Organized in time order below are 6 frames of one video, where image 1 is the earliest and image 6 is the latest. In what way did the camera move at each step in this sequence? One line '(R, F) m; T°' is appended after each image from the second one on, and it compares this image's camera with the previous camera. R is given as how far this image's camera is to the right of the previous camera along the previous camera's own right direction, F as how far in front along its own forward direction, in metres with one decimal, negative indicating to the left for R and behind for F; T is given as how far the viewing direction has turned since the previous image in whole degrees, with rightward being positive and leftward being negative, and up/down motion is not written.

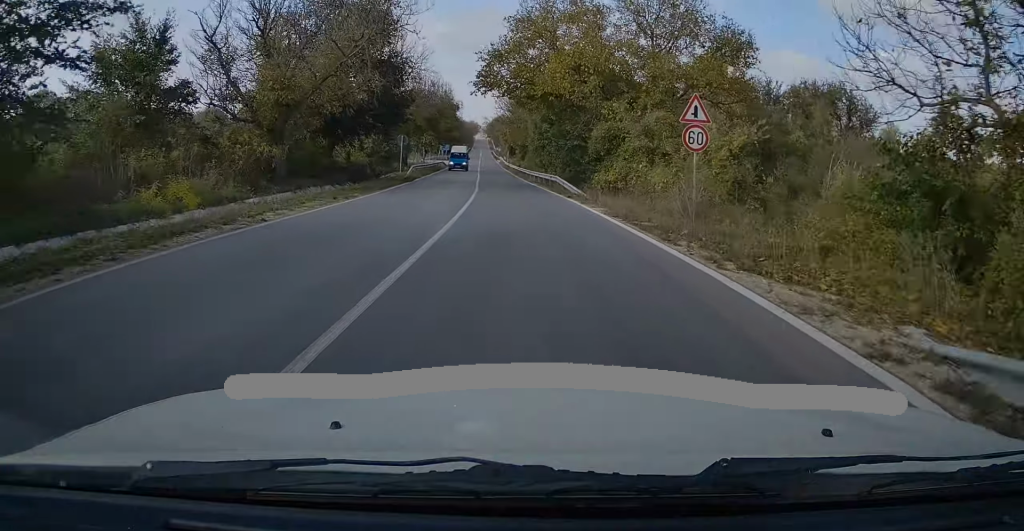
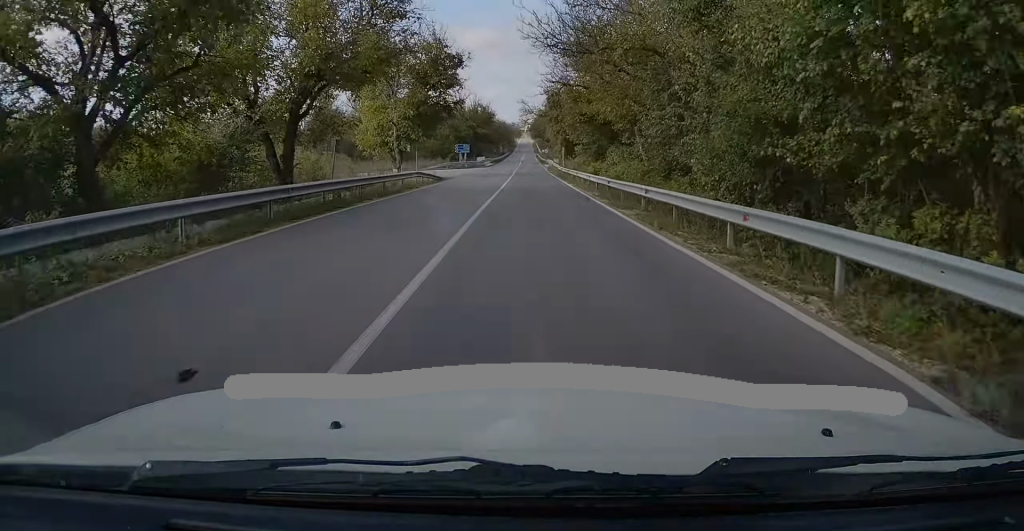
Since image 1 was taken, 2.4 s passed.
(-2.6, +45.3) m; -7°
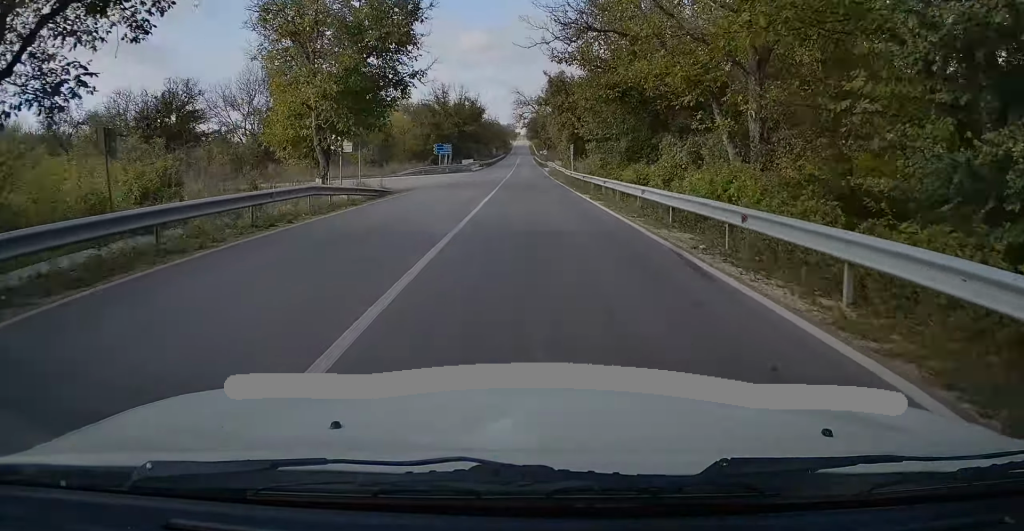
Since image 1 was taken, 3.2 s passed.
(-0.2, +16.2) m; 0°
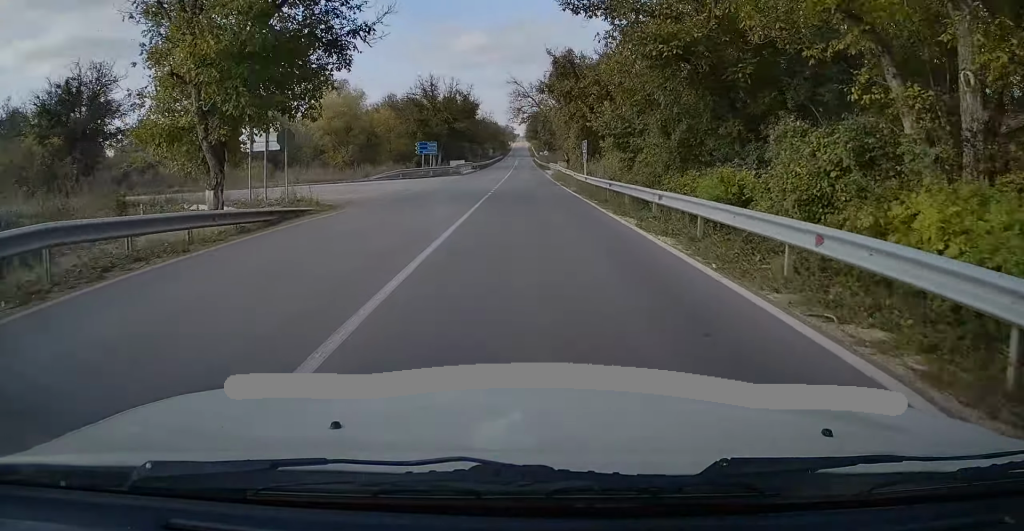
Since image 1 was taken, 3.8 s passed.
(+0.1, +10.4) m; 0°
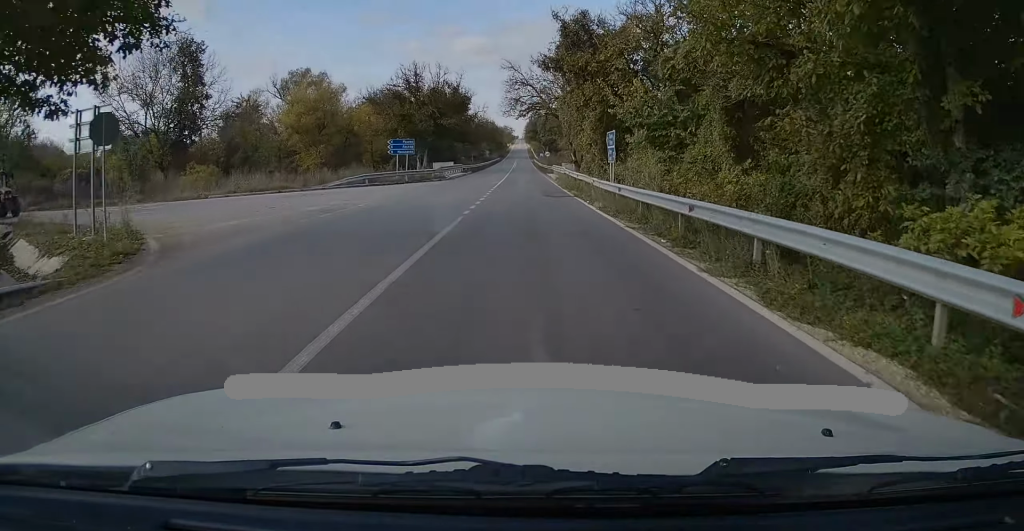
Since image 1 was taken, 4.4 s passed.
(+0.1, +11.0) m; +1°
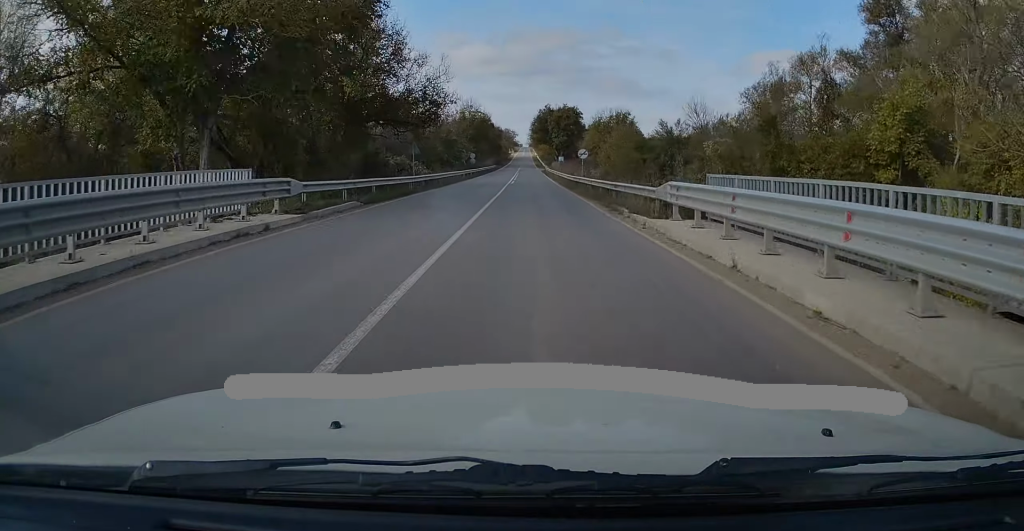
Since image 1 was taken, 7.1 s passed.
(+0.2, +50.6) m; 0°
